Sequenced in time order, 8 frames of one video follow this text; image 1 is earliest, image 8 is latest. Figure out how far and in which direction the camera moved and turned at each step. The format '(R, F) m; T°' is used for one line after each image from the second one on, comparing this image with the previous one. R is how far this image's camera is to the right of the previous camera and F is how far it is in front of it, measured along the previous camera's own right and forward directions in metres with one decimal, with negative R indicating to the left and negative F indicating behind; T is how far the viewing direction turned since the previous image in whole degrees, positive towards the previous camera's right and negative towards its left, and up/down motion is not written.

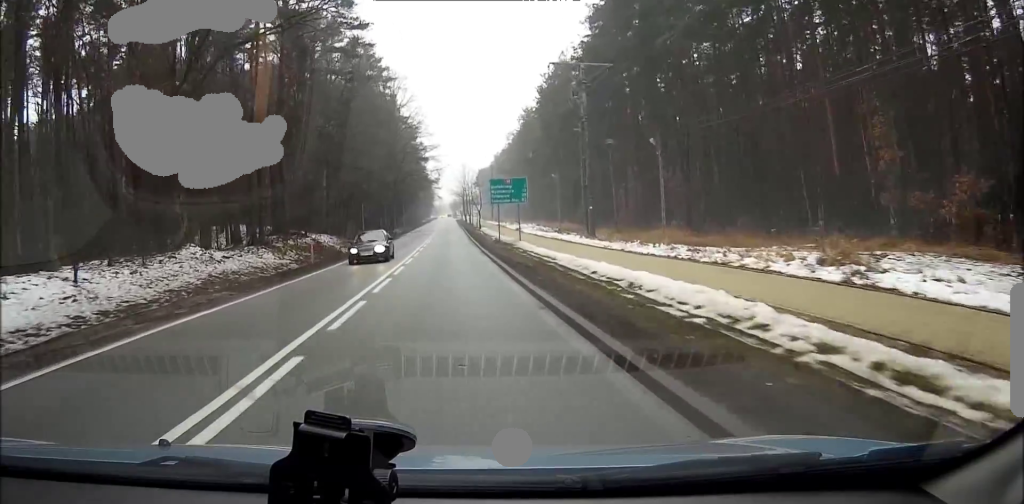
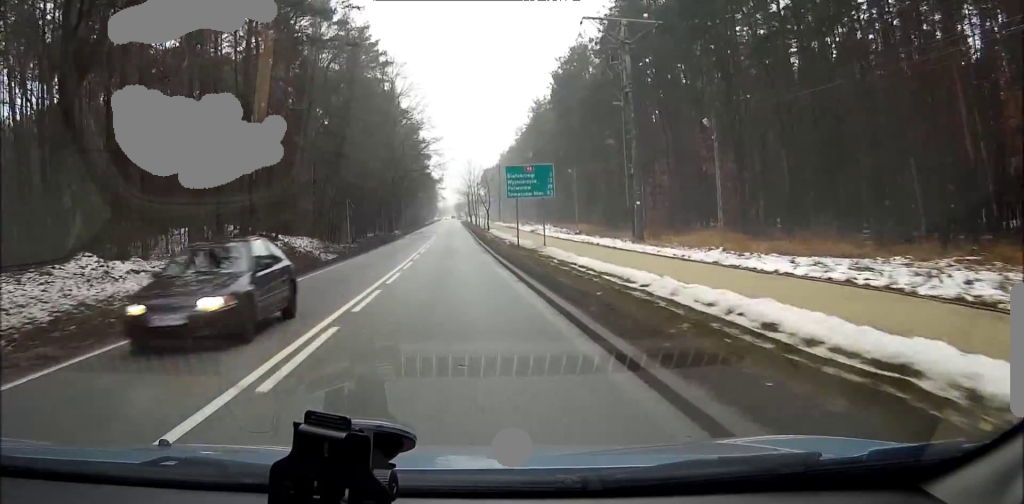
(-0.1, +9.4) m; -1°
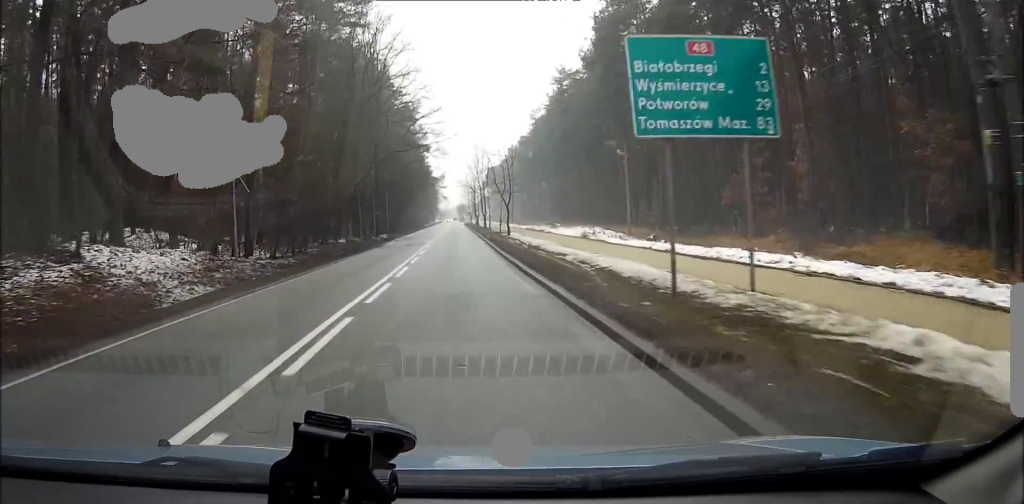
(-0.3, +23.1) m; -3°
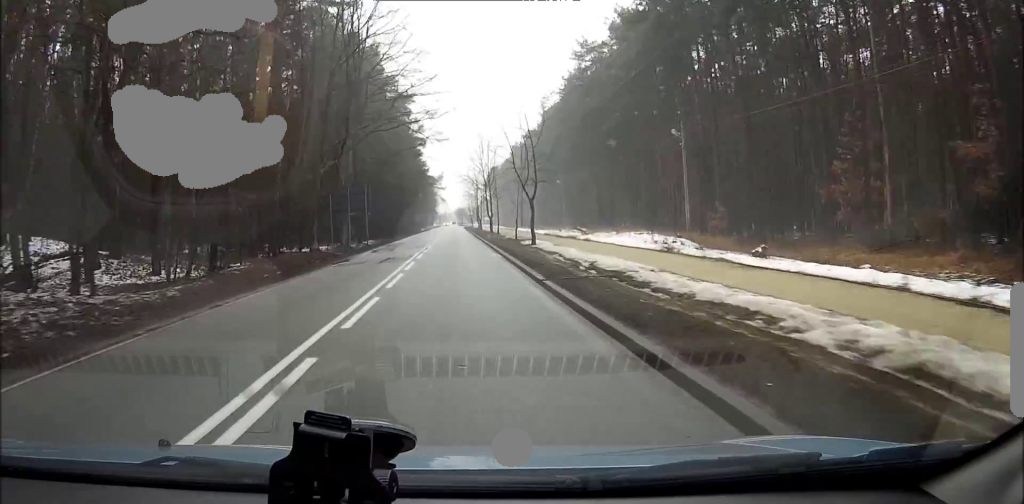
(-0.3, +15.4) m; 0°
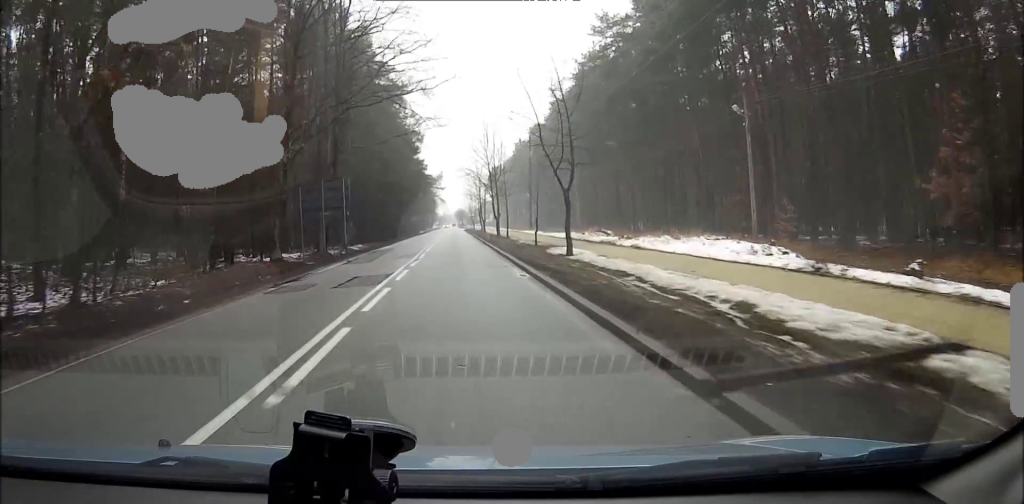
(+0.3, +10.3) m; +1°
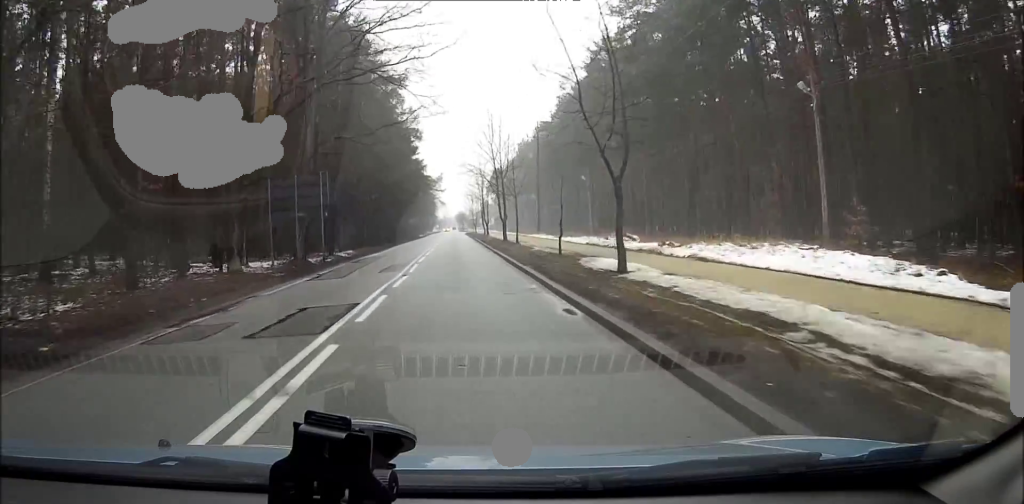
(0.0, +7.3) m; 0°
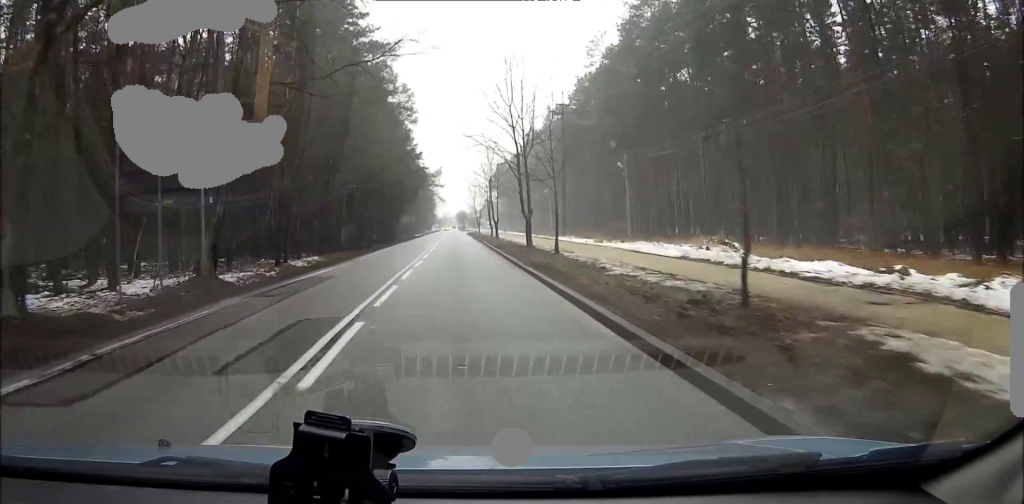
(-0.1, +16.5) m; -1°
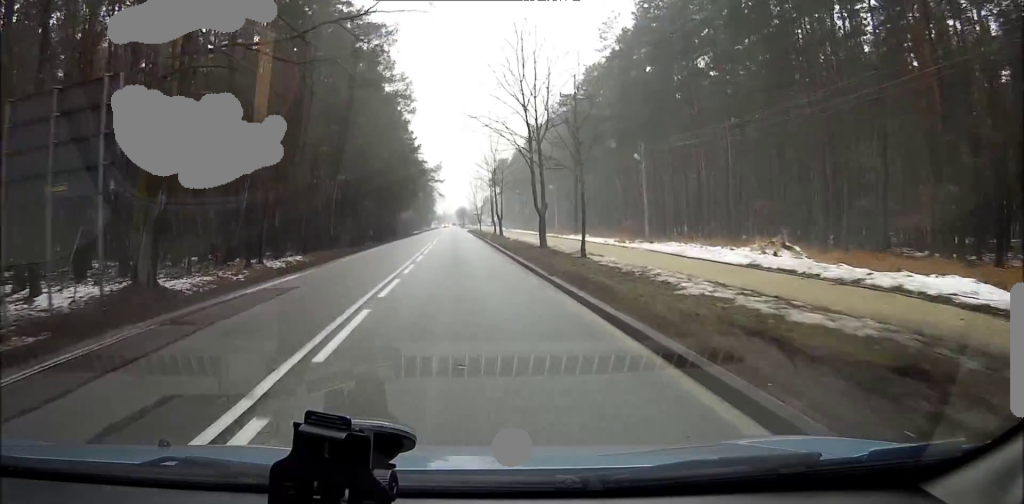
(0.0, +5.6) m; 0°
